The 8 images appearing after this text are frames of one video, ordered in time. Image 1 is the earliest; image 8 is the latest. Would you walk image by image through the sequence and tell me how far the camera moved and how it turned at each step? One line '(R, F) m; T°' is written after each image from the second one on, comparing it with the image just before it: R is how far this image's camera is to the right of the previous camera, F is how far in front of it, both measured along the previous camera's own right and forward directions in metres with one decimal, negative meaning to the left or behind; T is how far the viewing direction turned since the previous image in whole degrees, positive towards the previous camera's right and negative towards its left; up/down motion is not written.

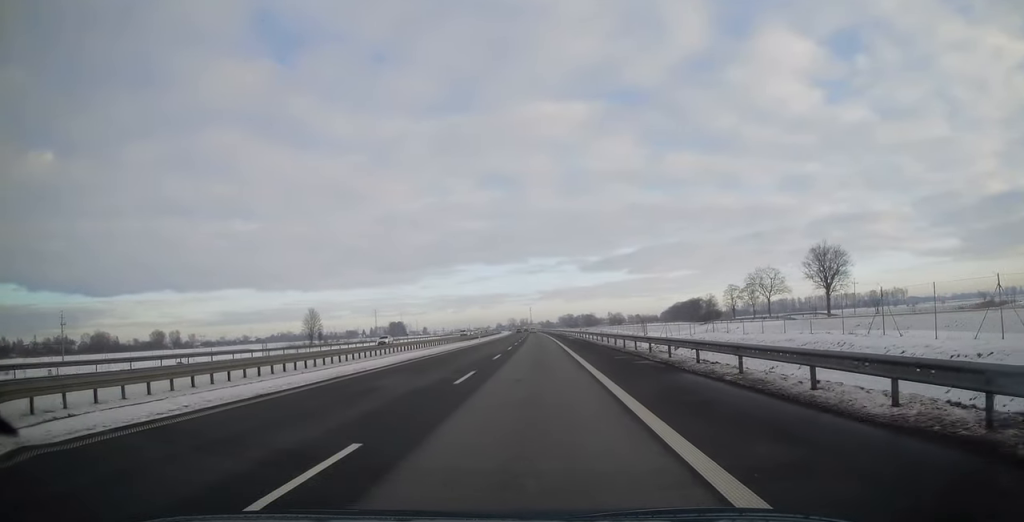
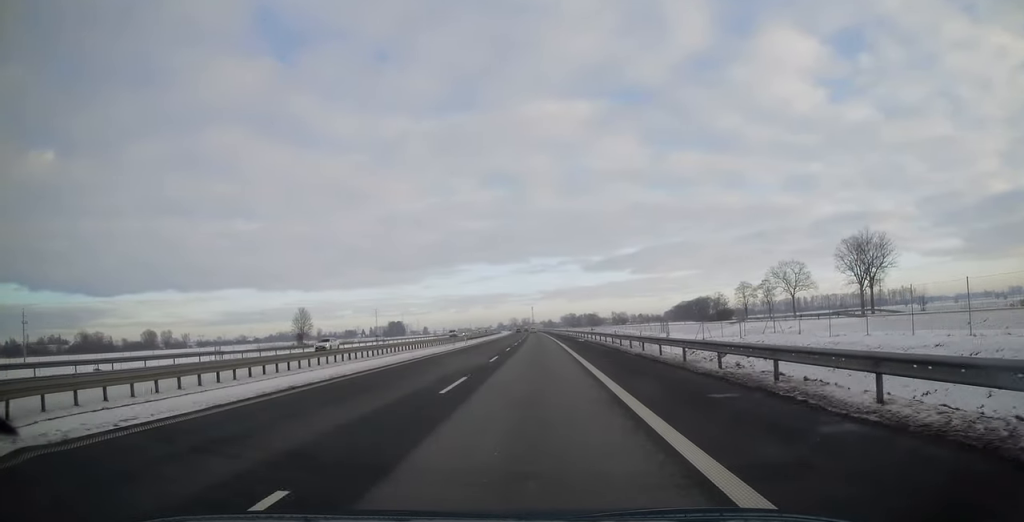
(+0.1, +14.2) m; 0°
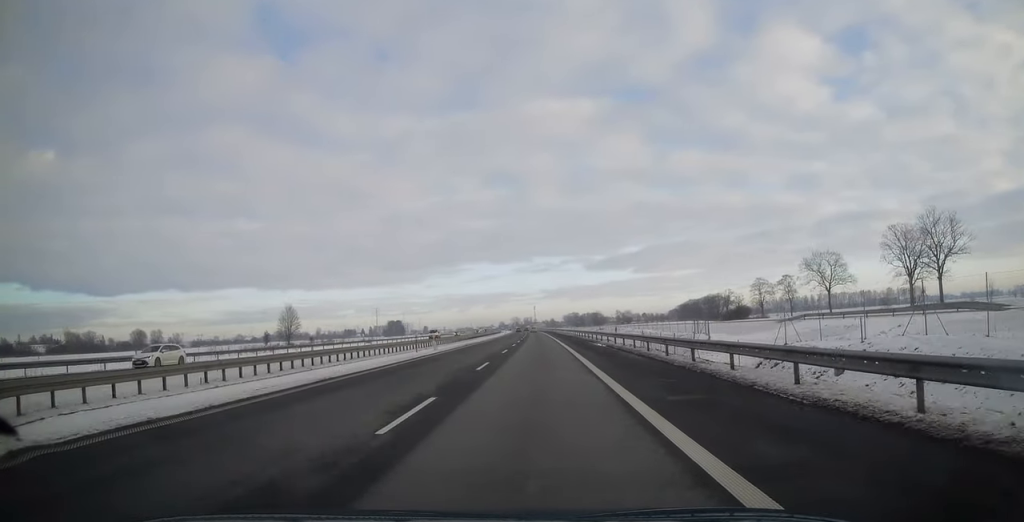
(-0.2, +16.9) m; 0°
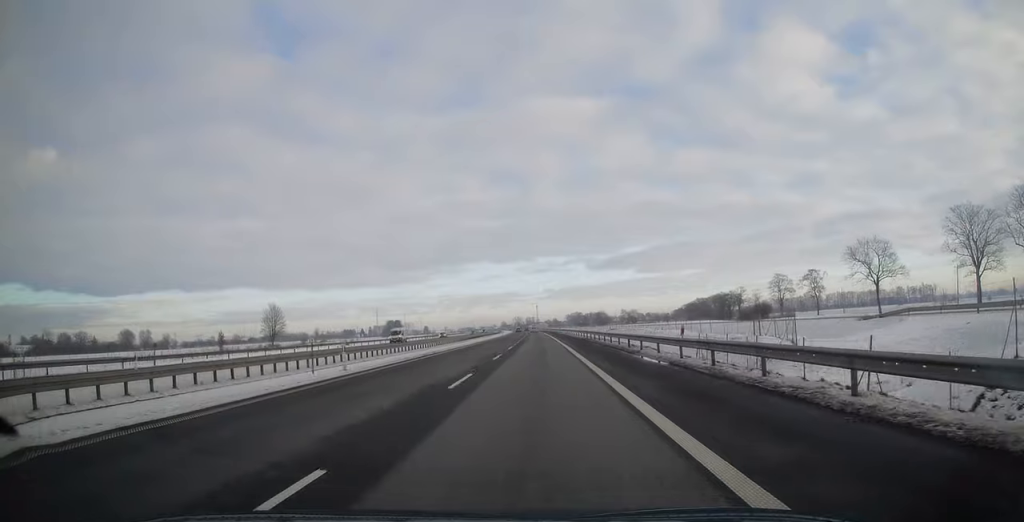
(-0.2, +18.0) m; 0°
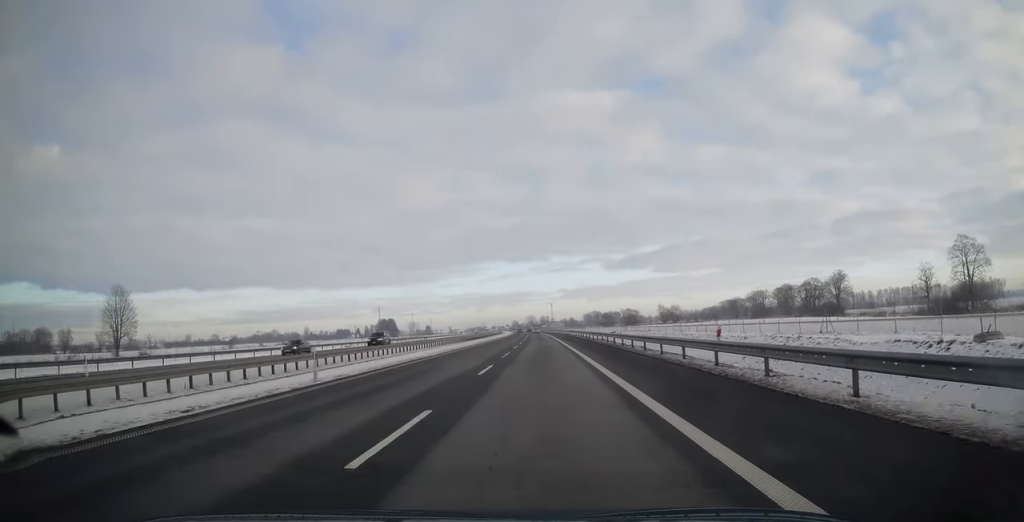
(-0.8, +103.2) m; -2°
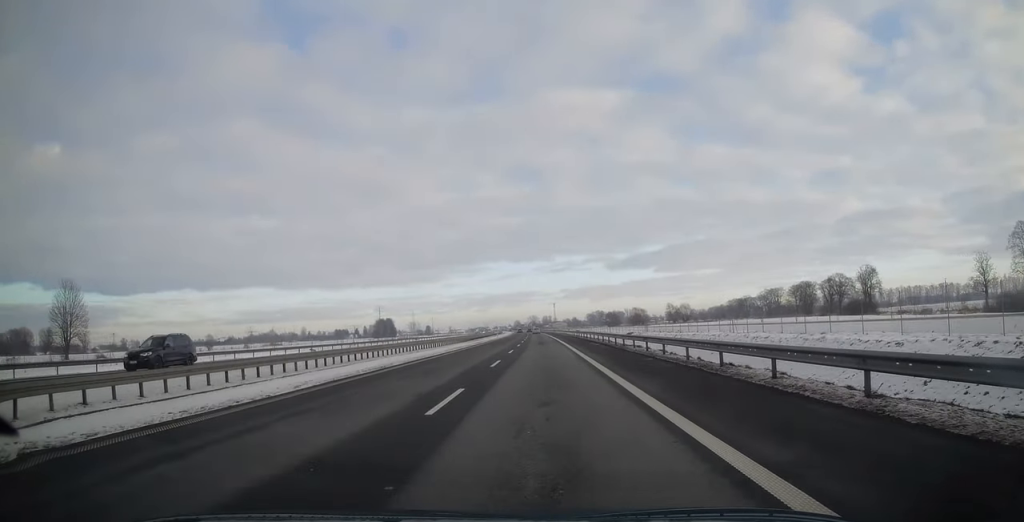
(-0.2, +20.2) m; 0°
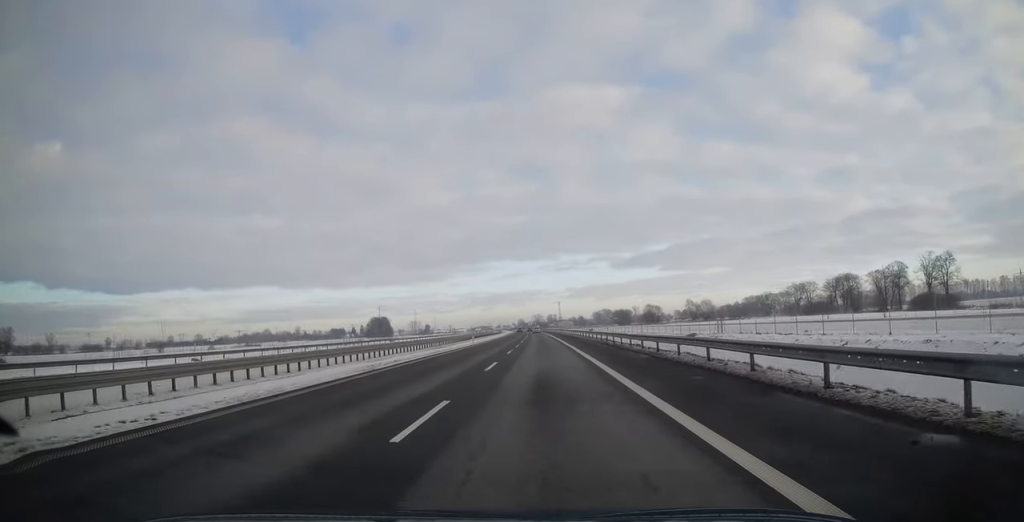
(+0.2, +38.2) m; 0°
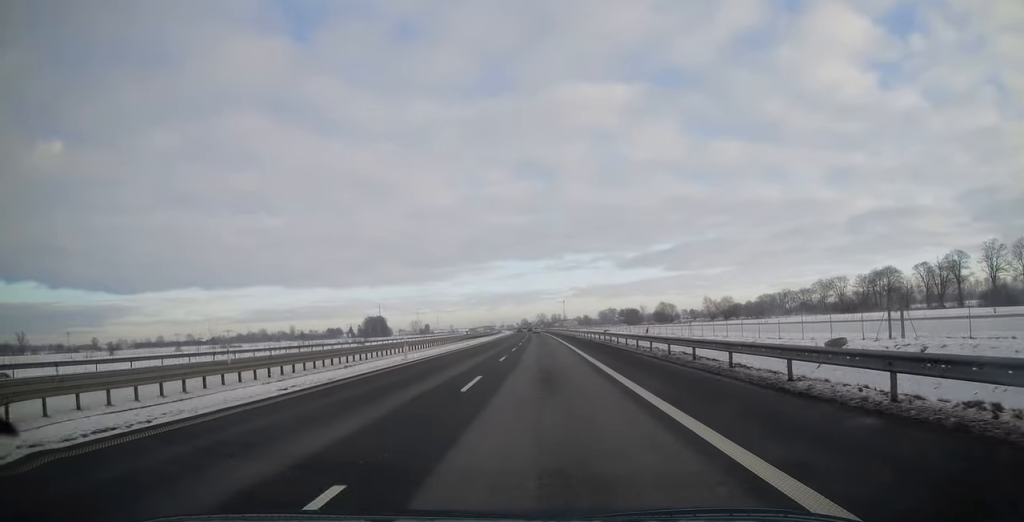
(-0.3, +30.0) m; -1°
